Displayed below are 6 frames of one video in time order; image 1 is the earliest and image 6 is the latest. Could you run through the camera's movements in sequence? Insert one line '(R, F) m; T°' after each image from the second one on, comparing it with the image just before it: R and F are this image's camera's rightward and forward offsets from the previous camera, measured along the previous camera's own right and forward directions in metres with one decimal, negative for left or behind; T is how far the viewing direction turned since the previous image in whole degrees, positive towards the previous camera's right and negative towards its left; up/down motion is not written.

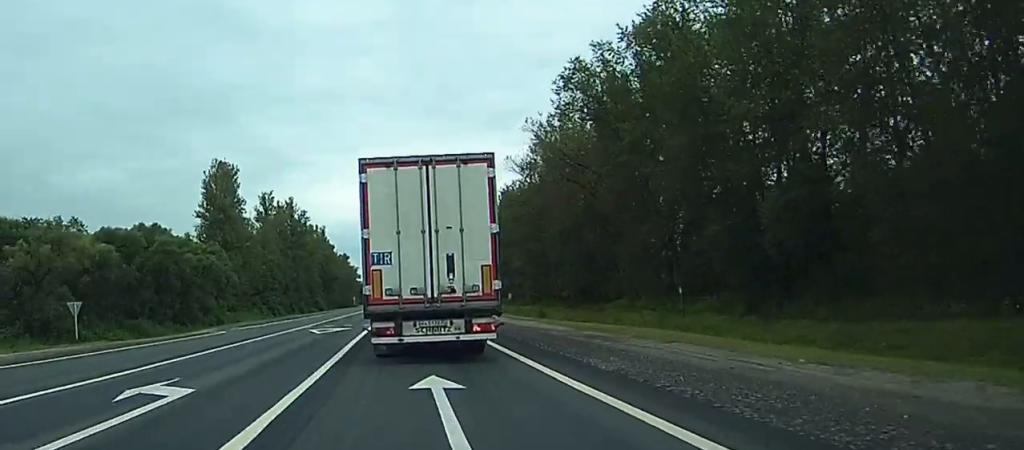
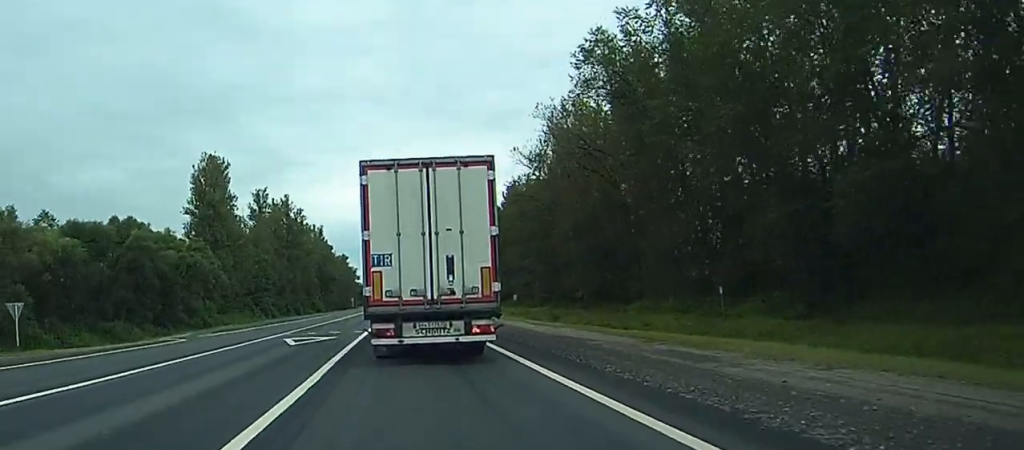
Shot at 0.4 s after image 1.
(+0.1, +8.5) m; 0°
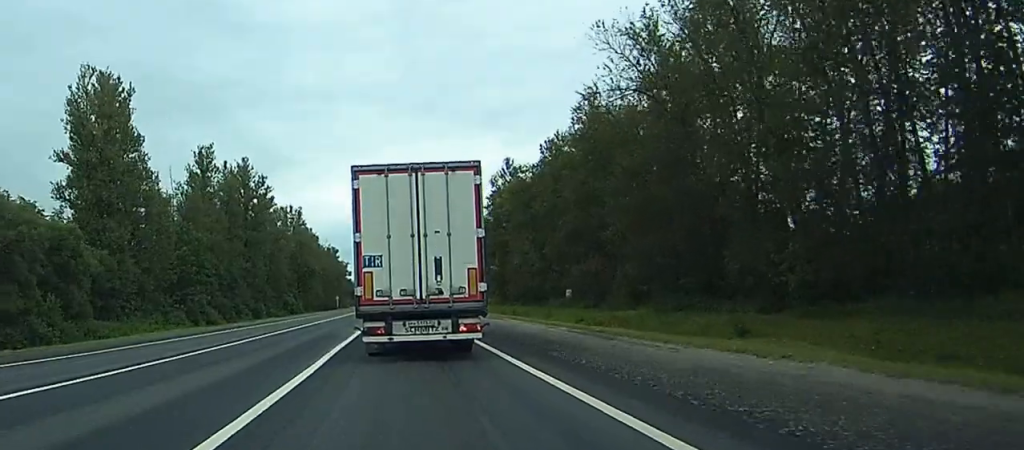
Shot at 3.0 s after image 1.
(-0.8, +55.5) m; 0°
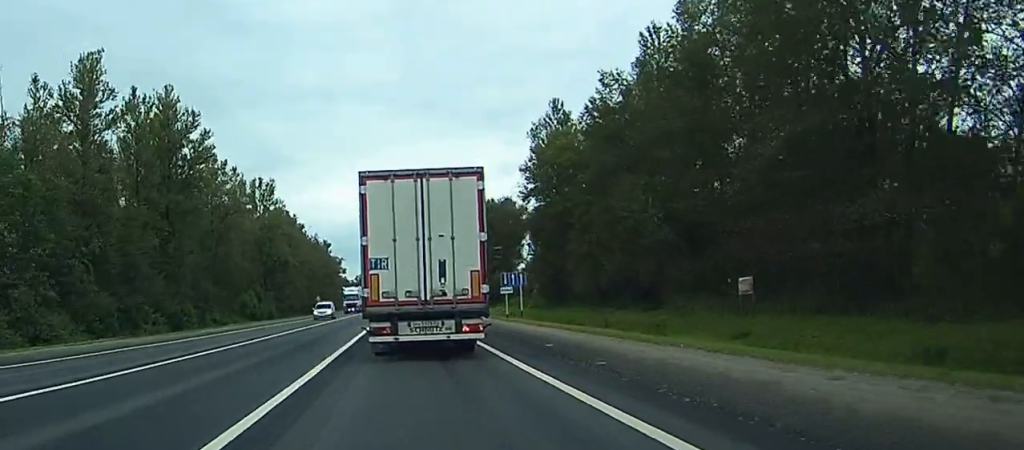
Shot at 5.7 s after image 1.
(-0.3, +56.5) m; 0°
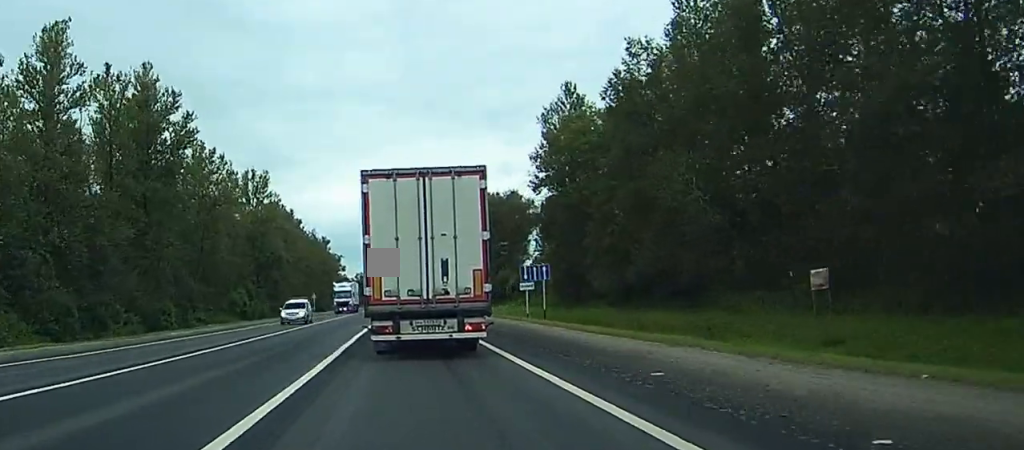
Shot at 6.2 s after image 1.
(0.0, +9.8) m; 0°
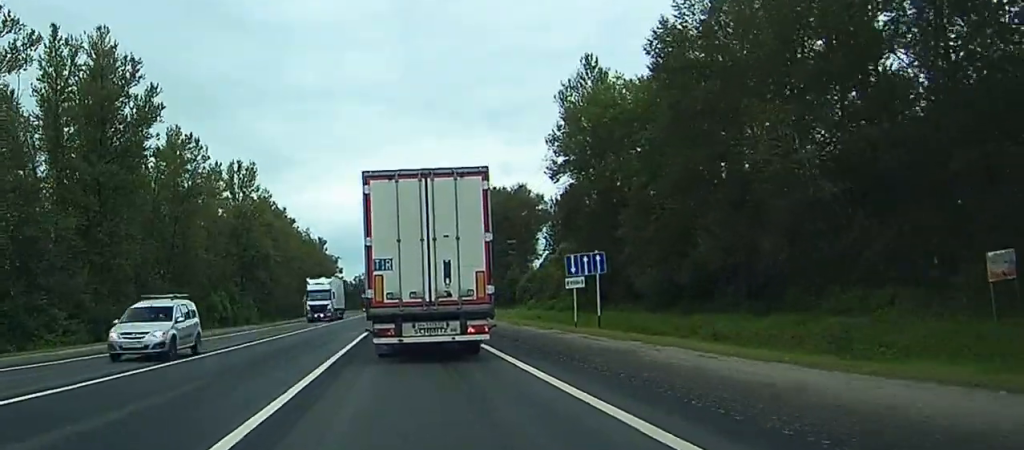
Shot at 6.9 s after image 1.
(+0.1, +14.9) m; 0°
